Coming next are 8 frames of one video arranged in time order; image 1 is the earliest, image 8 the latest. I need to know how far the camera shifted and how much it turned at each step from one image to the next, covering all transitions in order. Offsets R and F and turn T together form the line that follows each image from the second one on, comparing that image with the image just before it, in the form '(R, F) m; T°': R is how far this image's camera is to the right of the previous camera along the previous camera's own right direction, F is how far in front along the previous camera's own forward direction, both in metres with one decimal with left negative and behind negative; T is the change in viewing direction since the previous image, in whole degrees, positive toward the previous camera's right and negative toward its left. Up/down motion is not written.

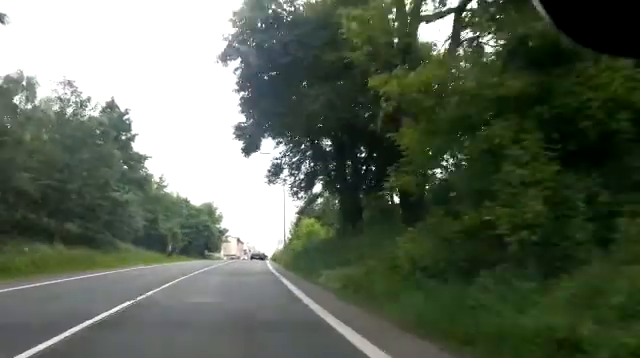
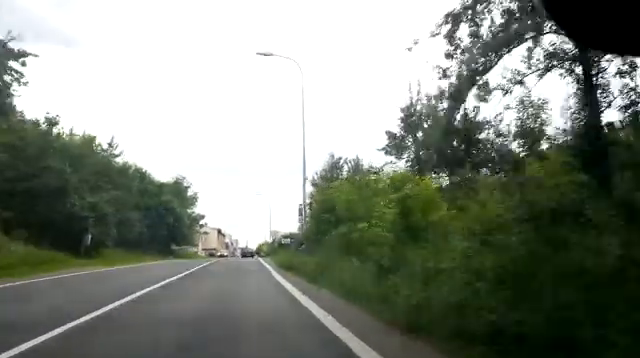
(+0.7, +23.9) m; +1°
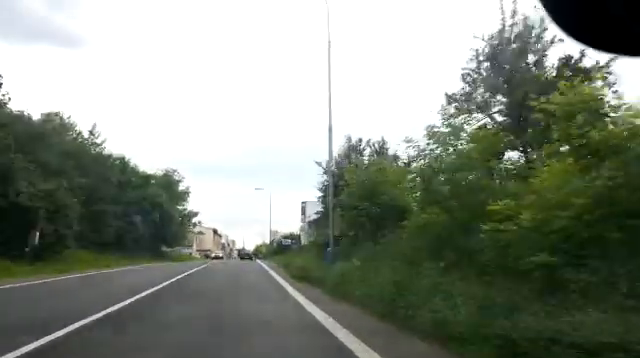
(0.0, +7.5) m; 0°
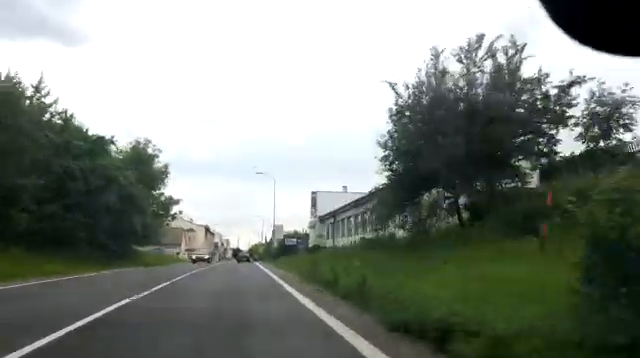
(-0.1, +15.6) m; 0°
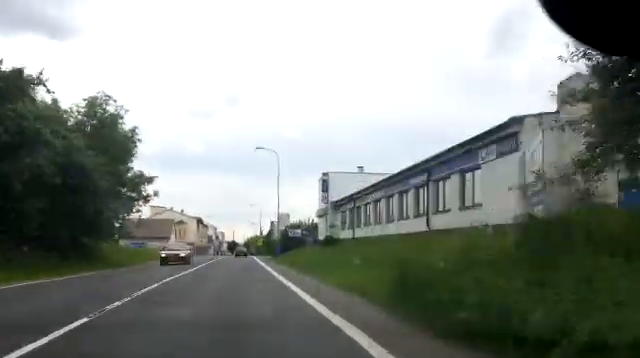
(+0.2, +11.6) m; 0°
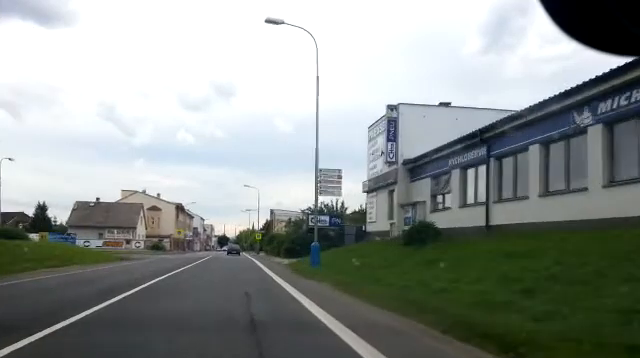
(-0.1, +26.2) m; 0°
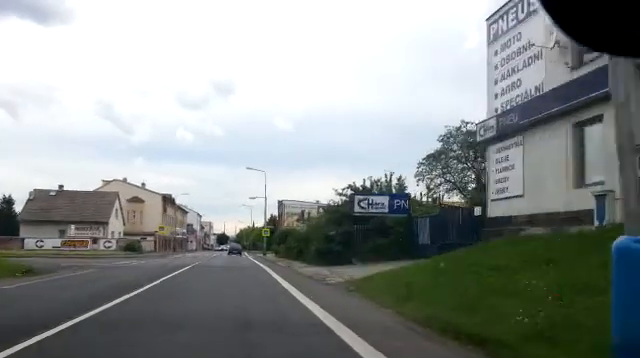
(0.0, +17.5) m; 0°
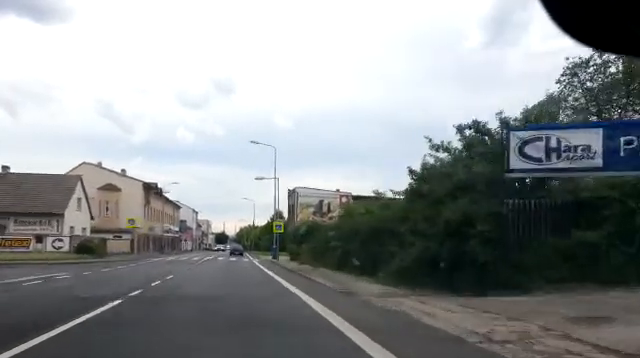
(-0.1, +16.3) m; -1°
